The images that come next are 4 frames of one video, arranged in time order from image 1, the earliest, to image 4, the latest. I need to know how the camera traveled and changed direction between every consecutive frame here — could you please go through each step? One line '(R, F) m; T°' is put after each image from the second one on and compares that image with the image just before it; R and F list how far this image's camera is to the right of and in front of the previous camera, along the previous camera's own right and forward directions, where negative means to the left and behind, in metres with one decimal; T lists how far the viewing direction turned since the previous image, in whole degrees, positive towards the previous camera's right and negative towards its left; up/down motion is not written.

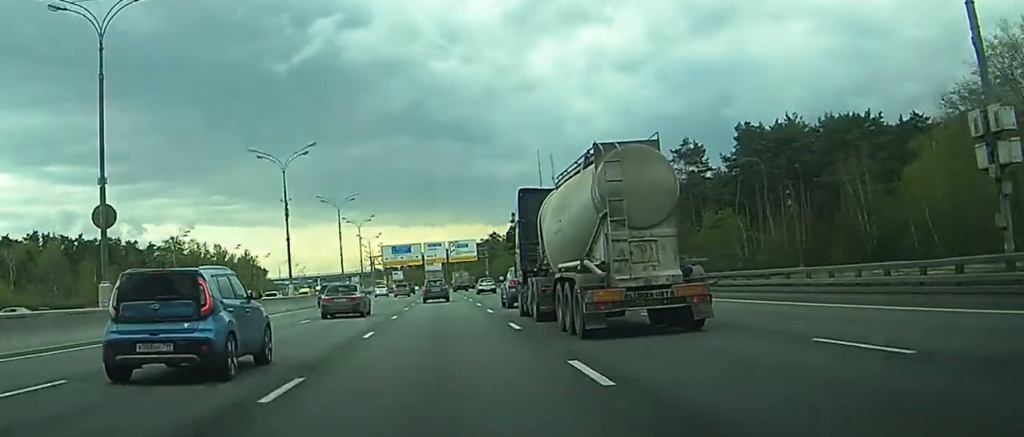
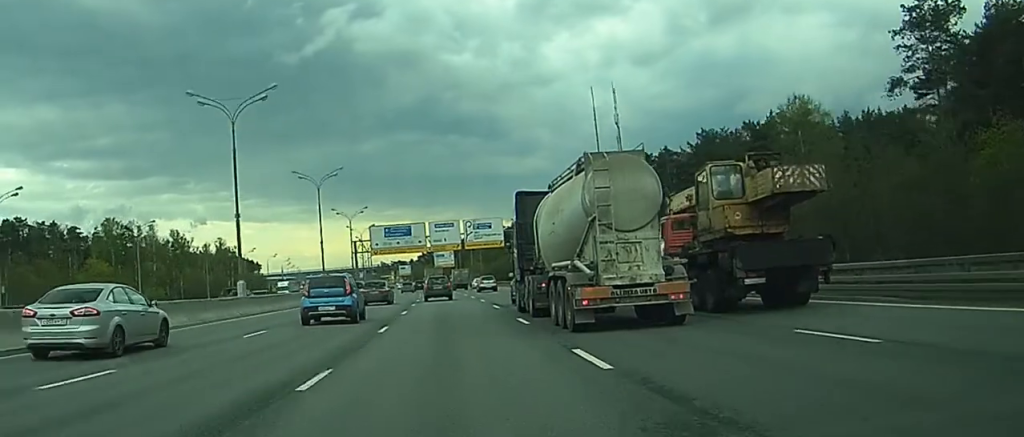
(+0.1, +59.0) m; 0°
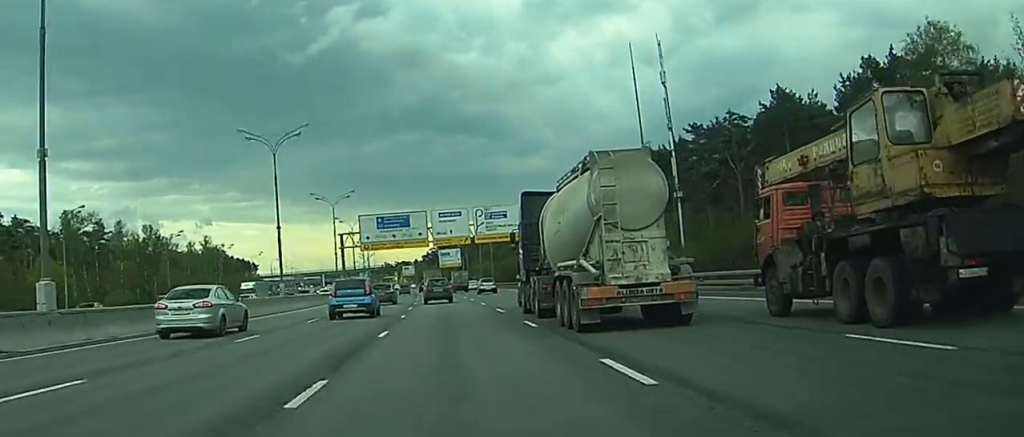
(-0.3, +27.2) m; -1°
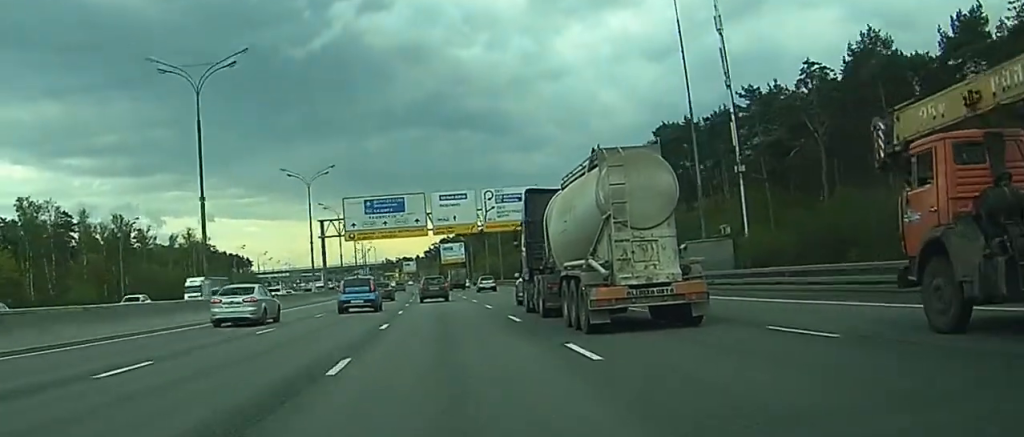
(-0.2, +21.4) m; 0°
